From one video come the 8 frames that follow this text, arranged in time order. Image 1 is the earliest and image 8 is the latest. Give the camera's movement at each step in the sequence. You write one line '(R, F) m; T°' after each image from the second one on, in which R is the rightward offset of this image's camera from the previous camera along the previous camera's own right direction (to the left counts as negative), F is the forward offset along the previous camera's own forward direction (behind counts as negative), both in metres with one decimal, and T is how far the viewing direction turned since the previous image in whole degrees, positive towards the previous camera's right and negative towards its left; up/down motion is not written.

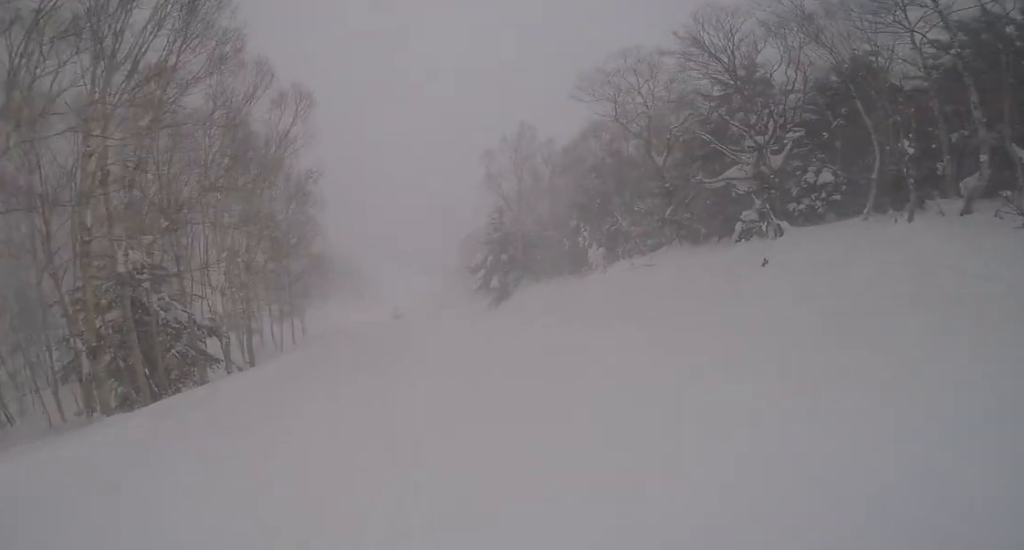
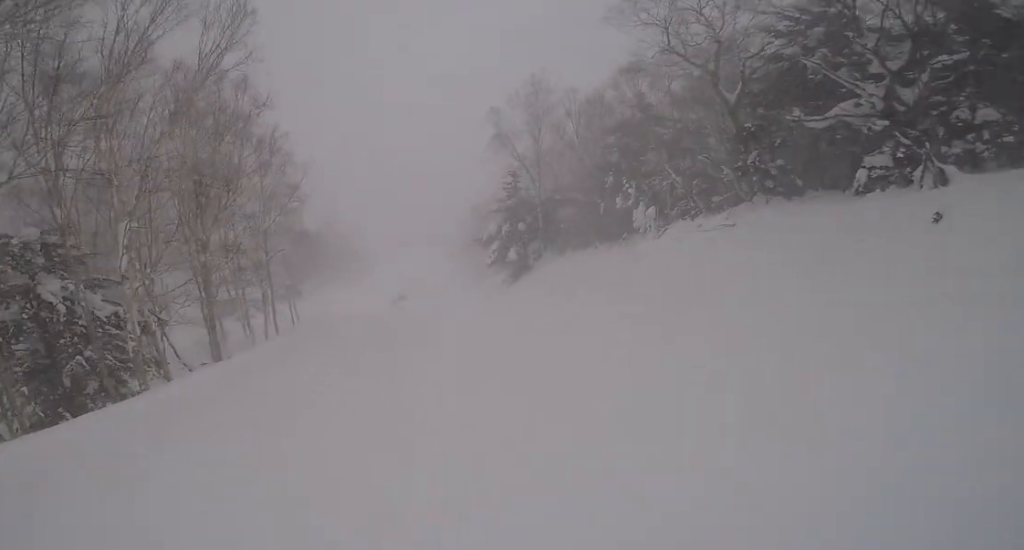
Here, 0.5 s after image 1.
(+0.4, +5.8) m; +2°
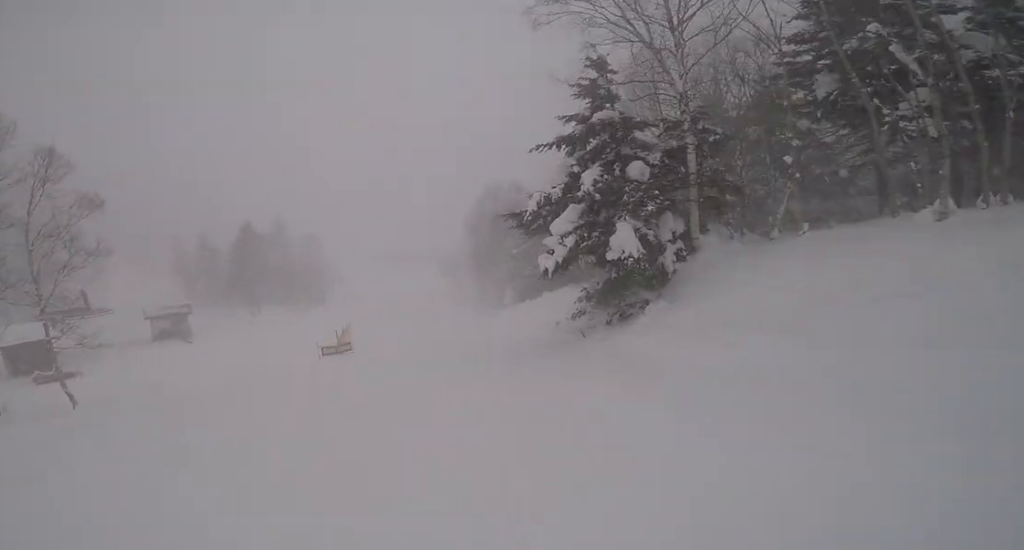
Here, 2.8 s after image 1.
(-0.4, +25.5) m; -3°
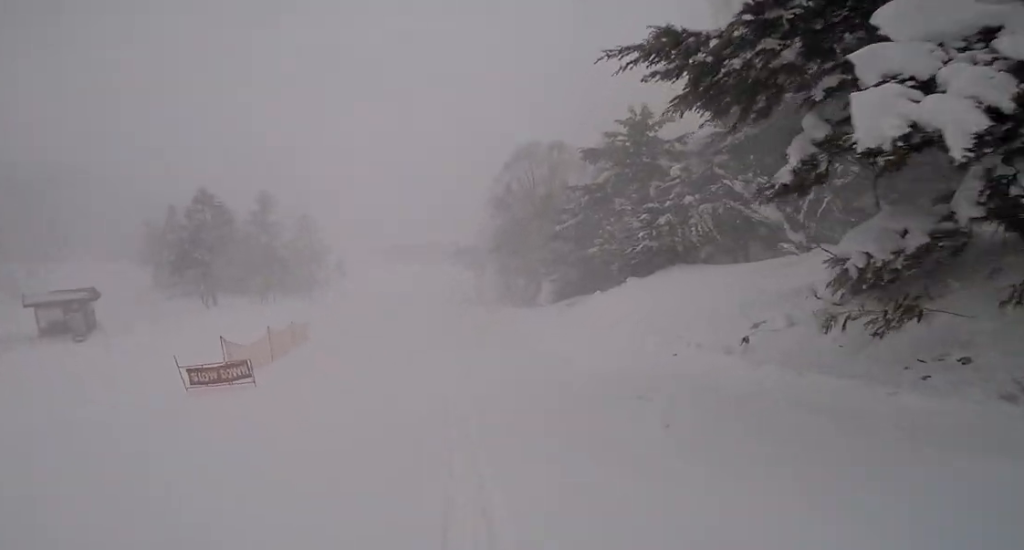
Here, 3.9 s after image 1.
(+0.6, +11.8) m; +4°
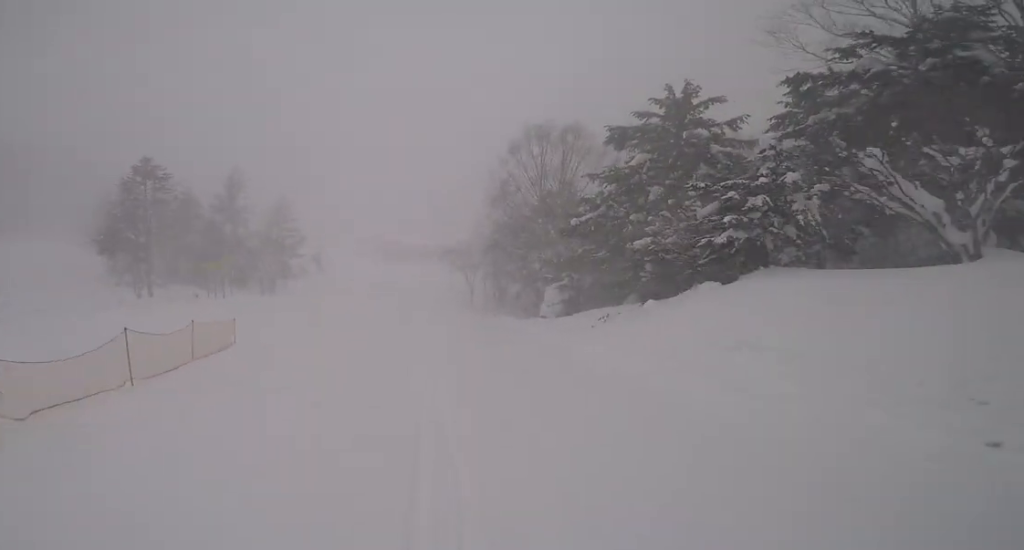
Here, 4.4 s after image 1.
(+0.1, +5.6) m; +1°
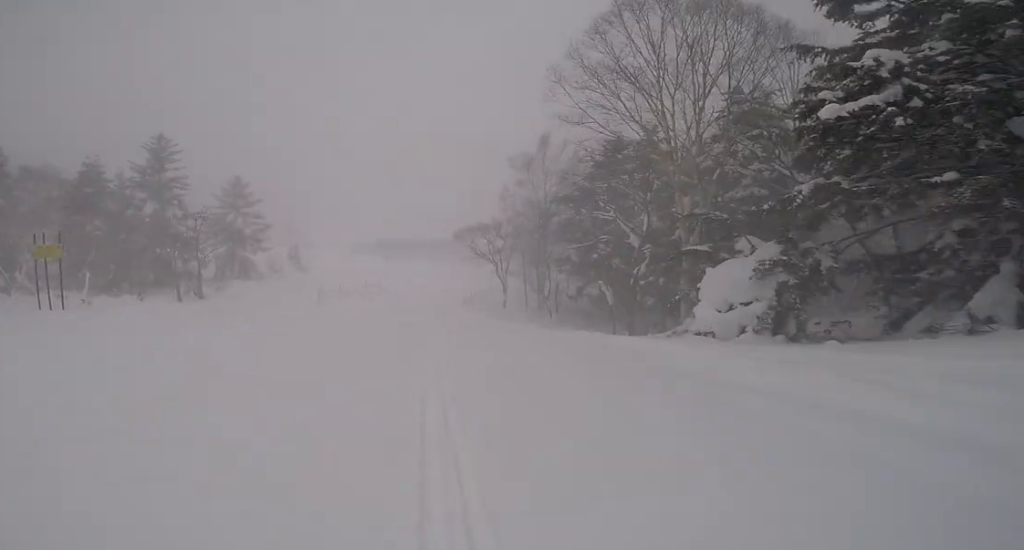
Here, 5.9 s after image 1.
(0.0, +14.9) m; -4°
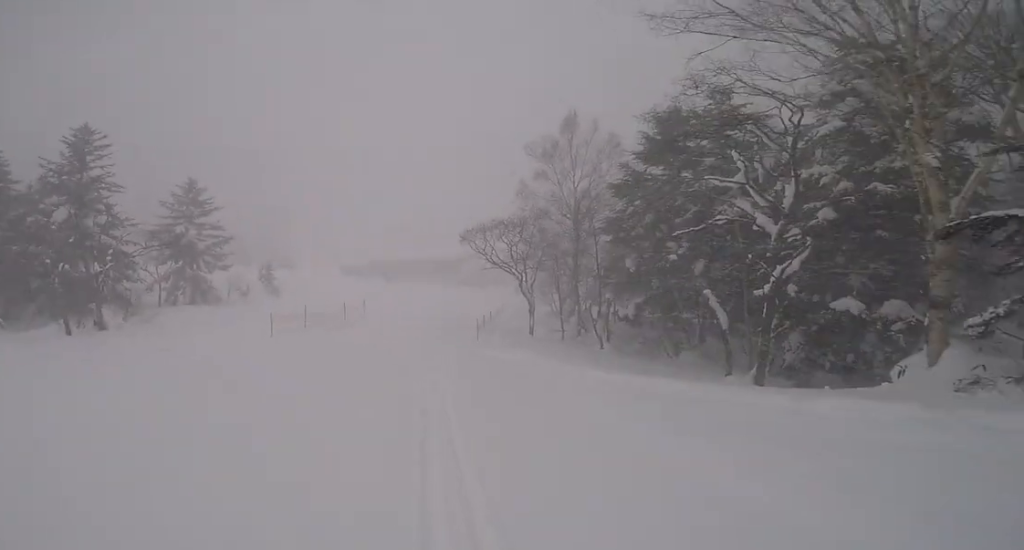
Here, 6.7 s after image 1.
(-0.6, +8.3) m; -2°
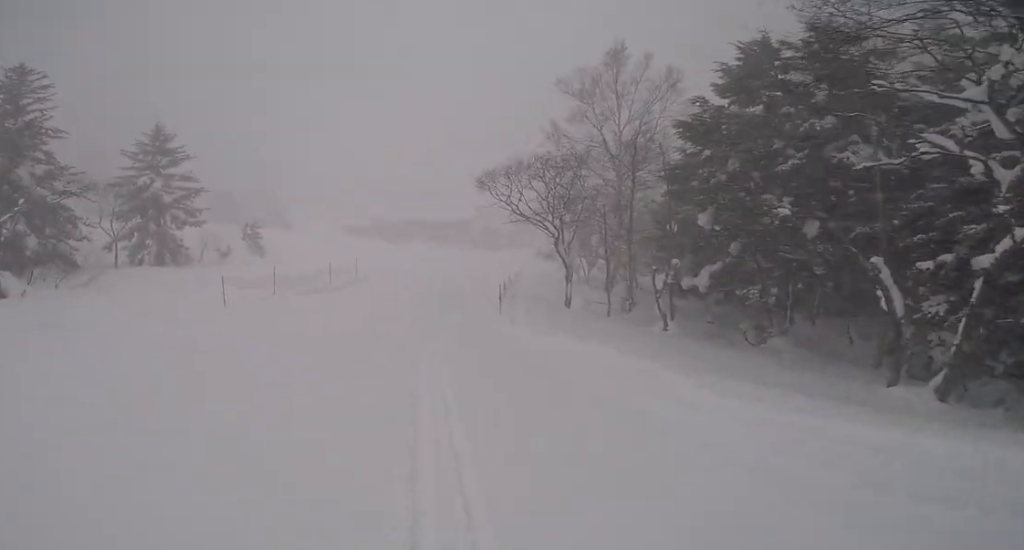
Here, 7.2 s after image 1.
(-0.1, +5.1) m; 0°
